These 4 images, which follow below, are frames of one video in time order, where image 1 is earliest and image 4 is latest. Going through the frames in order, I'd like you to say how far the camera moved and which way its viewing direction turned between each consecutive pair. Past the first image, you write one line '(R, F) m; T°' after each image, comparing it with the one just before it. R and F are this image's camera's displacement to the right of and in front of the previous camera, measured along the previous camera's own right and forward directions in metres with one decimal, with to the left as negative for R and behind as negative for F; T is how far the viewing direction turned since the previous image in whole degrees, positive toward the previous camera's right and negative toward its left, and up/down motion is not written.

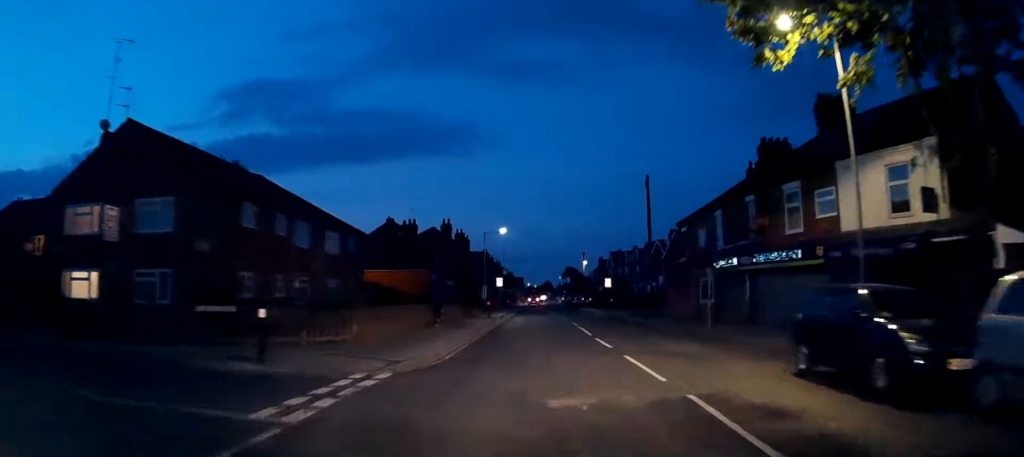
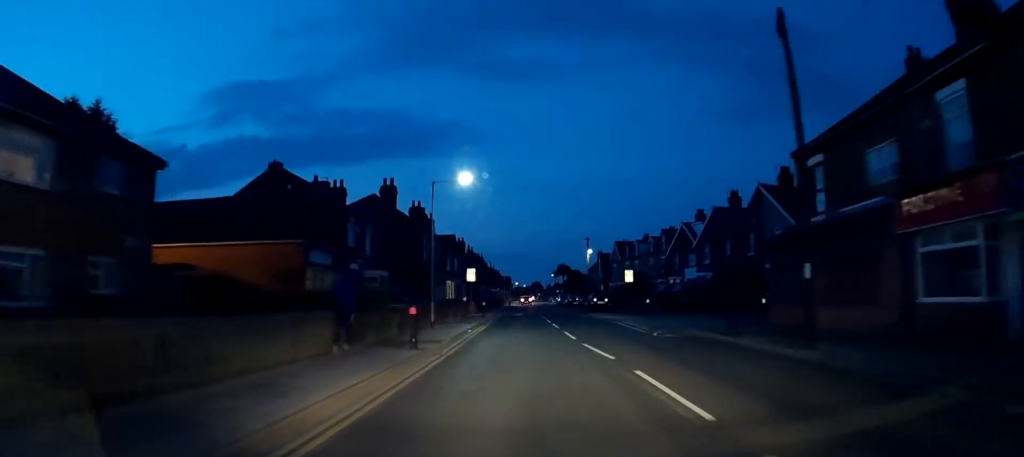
(+0.8, +21.2) m; +4°
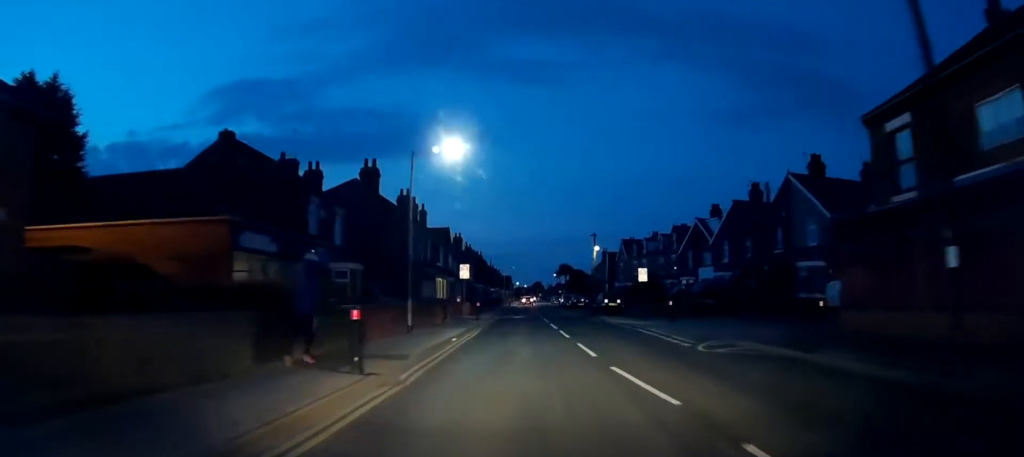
(+0.1, +5.1) m; +1°
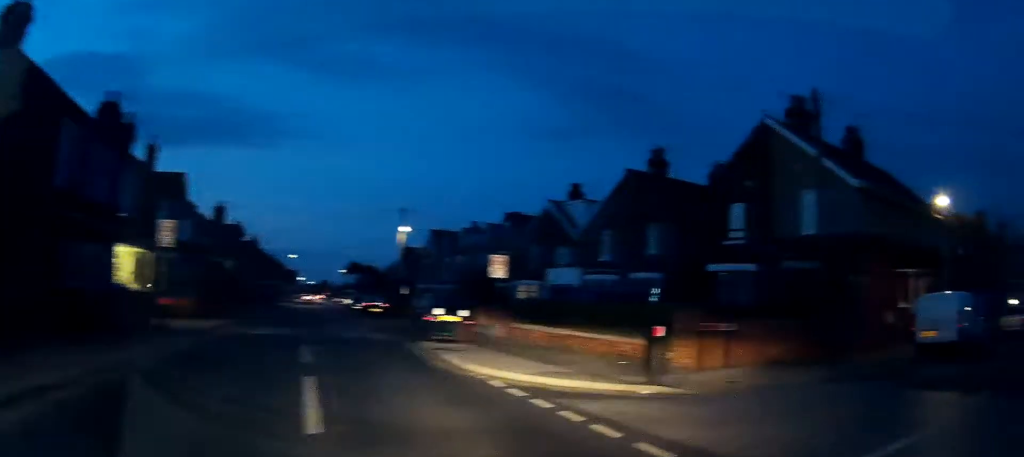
(+0.1, +19.3) m; +19°
